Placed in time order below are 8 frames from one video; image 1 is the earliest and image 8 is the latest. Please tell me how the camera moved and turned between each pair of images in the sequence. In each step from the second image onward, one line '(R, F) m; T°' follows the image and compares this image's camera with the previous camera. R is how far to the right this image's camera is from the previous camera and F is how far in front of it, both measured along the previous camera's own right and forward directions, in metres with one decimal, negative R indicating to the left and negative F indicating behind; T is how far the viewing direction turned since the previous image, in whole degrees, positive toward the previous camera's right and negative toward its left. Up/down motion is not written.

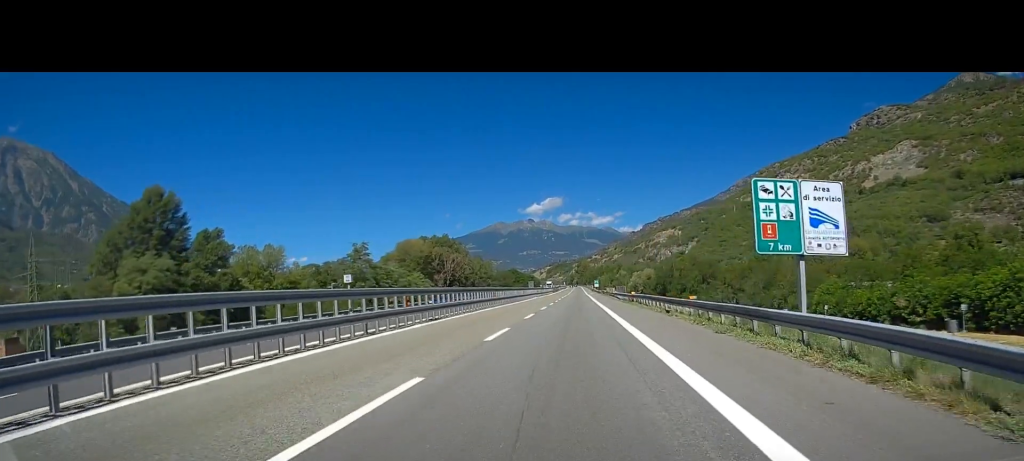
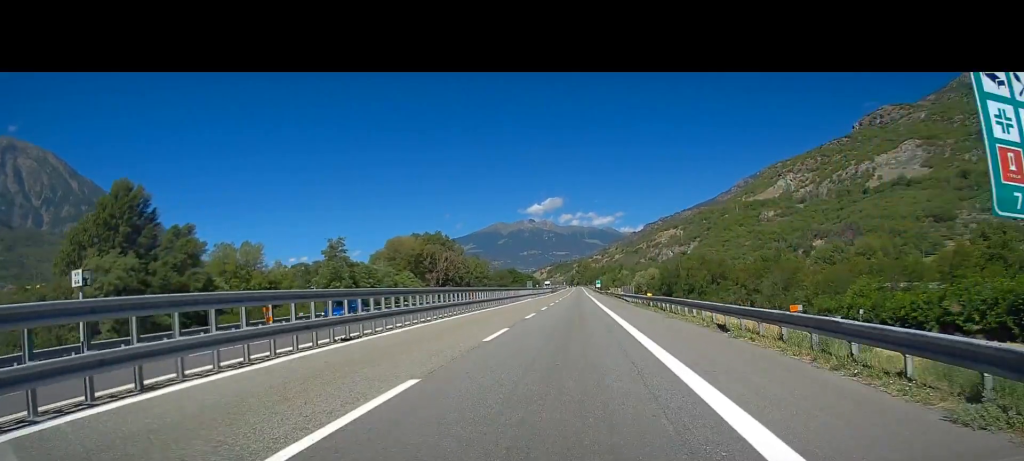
(0.0, +11.8) m; 0°
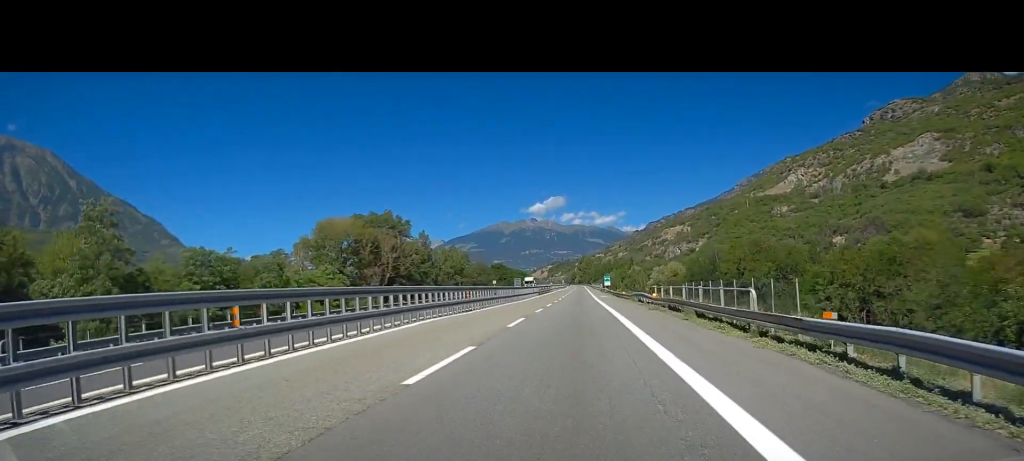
(+0.5, +54.2) m; 0°
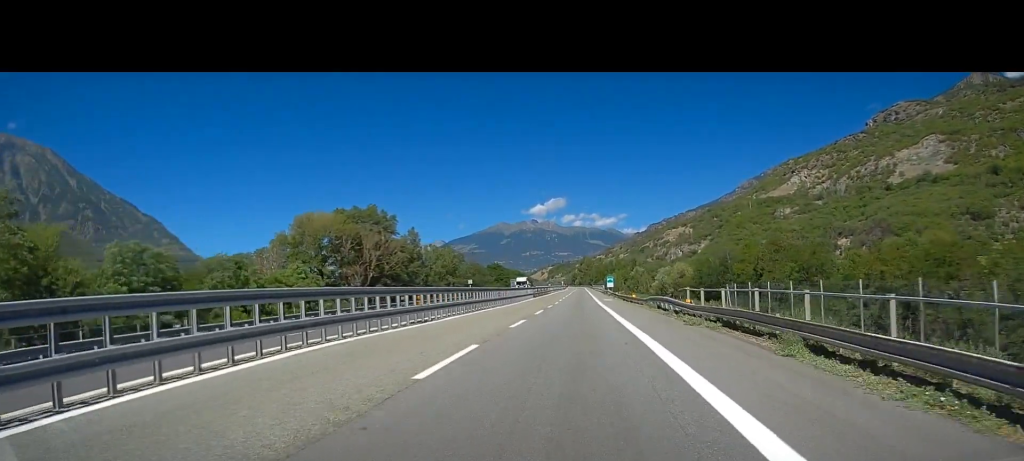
(-0.1, +11.8) m; 0°
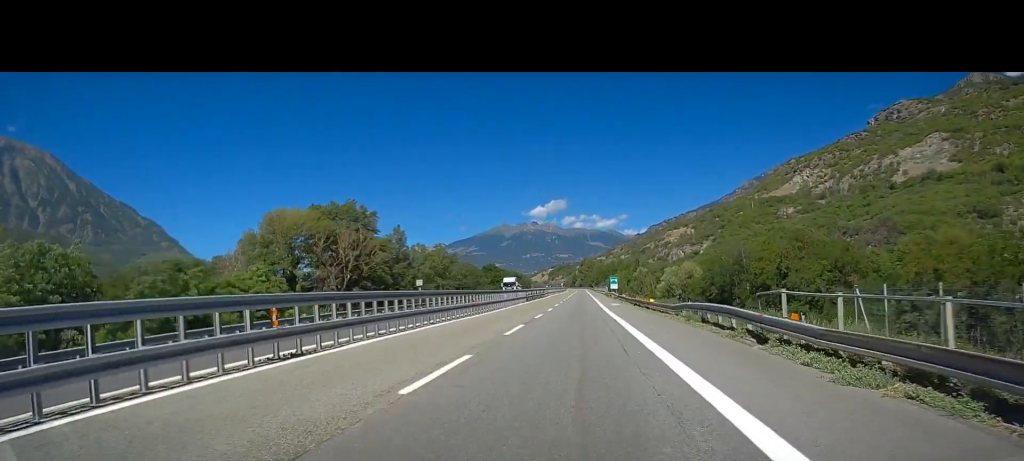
(0.0, +13.2) m; 0°
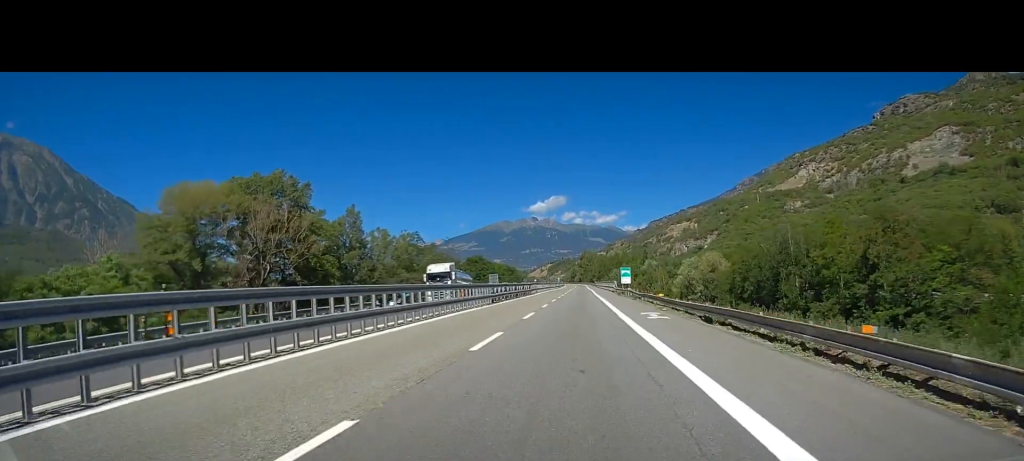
(0.0, +31.3) m; 0°
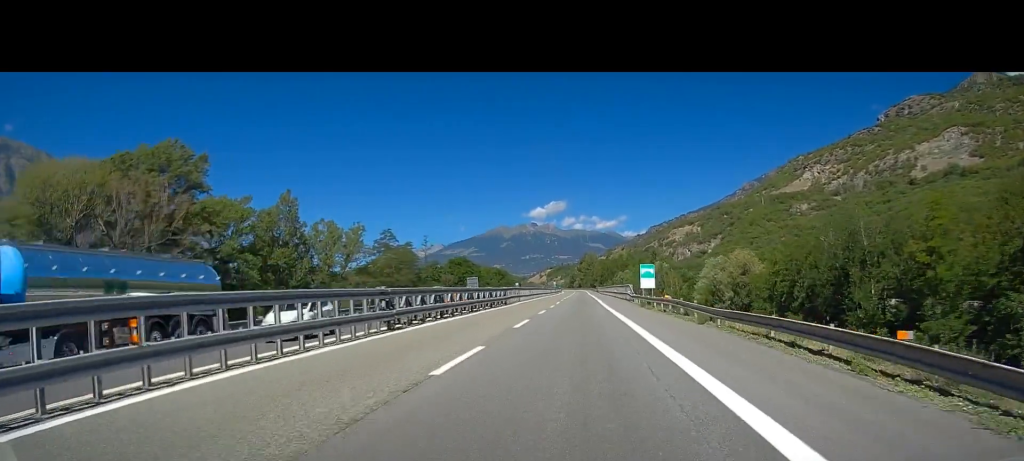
(-0.3, +29.7) m; 0°
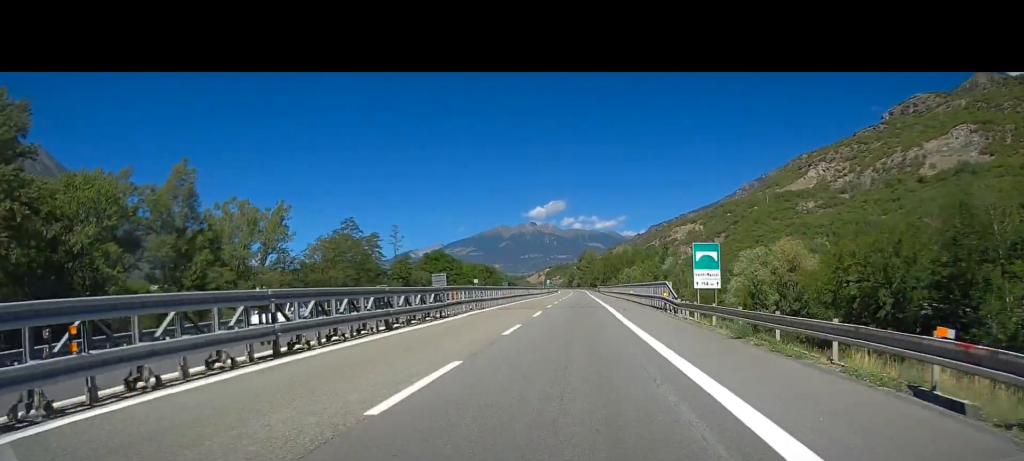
(+0.1, +31.3) m; 0°
